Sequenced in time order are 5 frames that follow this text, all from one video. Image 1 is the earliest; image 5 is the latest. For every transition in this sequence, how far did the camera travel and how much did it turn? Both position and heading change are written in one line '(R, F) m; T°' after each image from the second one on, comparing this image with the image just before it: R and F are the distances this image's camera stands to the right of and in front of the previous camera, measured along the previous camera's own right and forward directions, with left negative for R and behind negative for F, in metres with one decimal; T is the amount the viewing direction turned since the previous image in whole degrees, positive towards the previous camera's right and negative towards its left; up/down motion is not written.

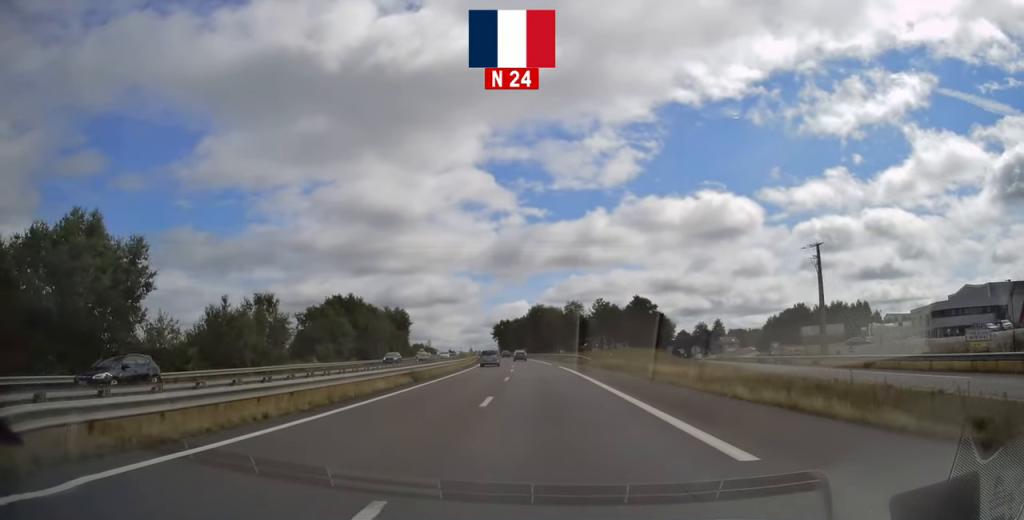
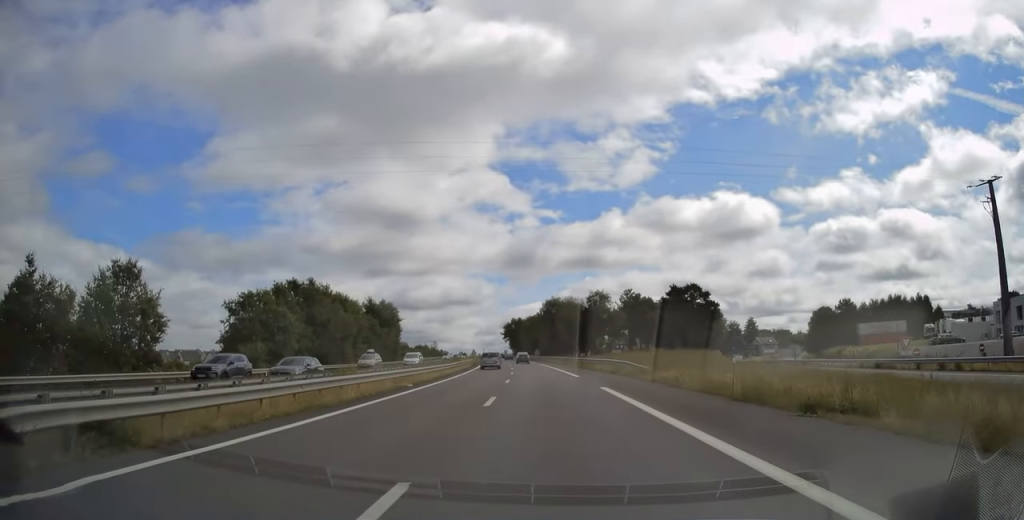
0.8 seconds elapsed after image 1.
(-0.4, +24.2) m; -1°
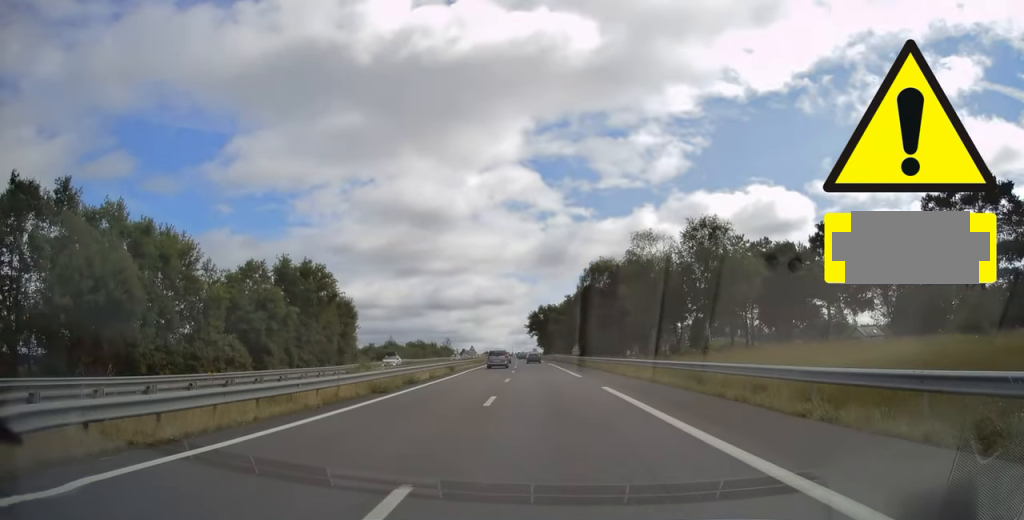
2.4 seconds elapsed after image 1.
(-1.0, +50.4) m; -3°
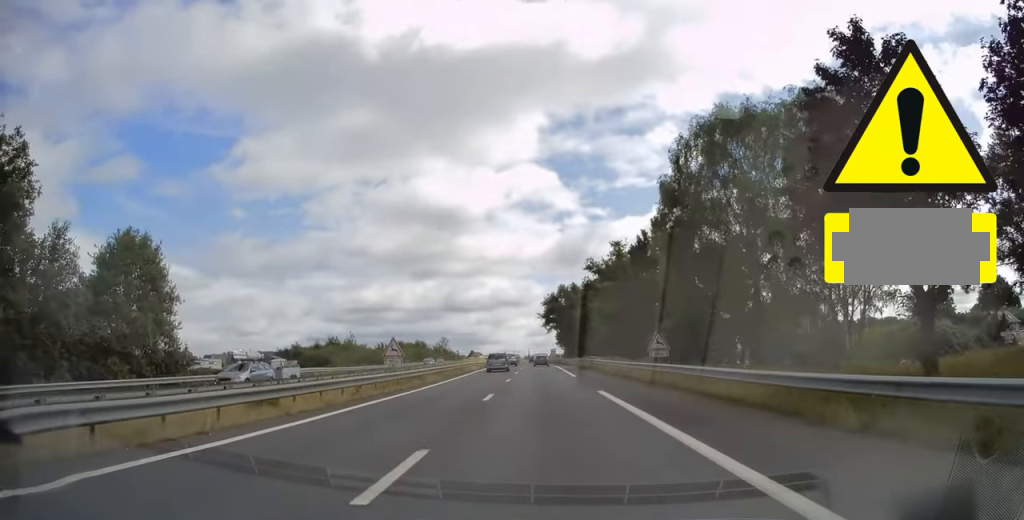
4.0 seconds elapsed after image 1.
(-1.6, +47.8) m; -3°
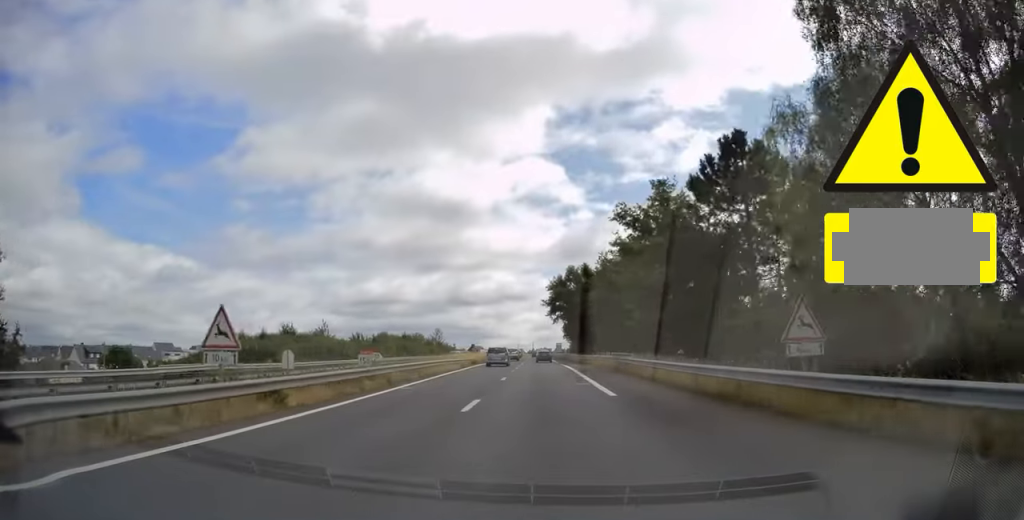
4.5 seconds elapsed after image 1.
(0.0, +17.5) m; 0°
